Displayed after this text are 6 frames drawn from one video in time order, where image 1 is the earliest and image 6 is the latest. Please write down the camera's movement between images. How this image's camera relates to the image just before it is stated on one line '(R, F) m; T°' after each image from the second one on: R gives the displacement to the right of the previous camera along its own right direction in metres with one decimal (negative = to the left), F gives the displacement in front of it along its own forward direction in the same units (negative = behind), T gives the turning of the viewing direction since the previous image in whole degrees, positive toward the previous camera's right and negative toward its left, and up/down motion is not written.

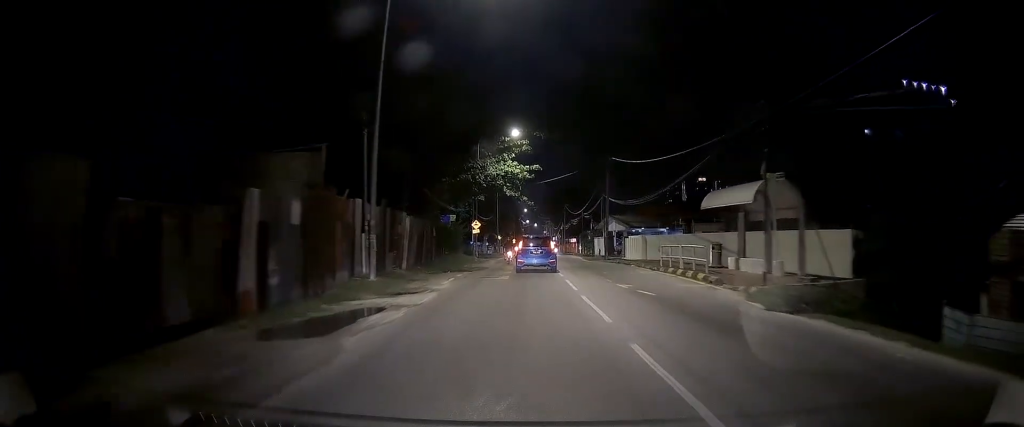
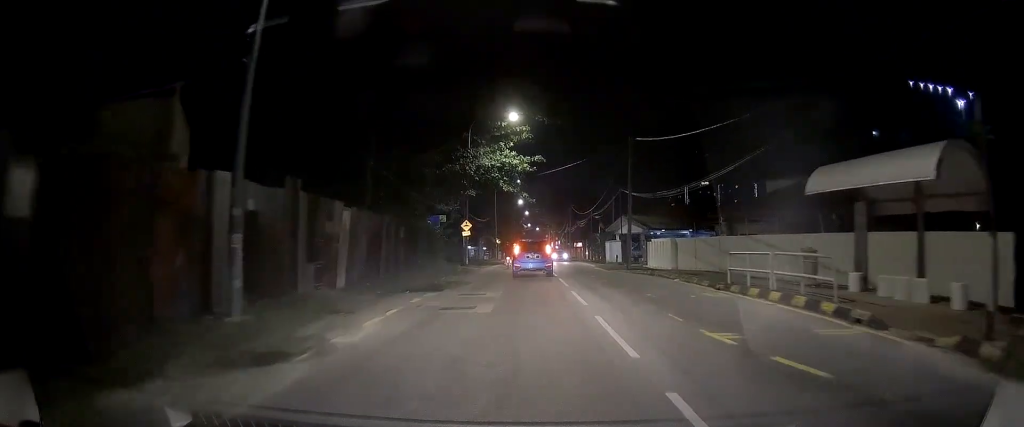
(-0.3, +8.8) m; 0°
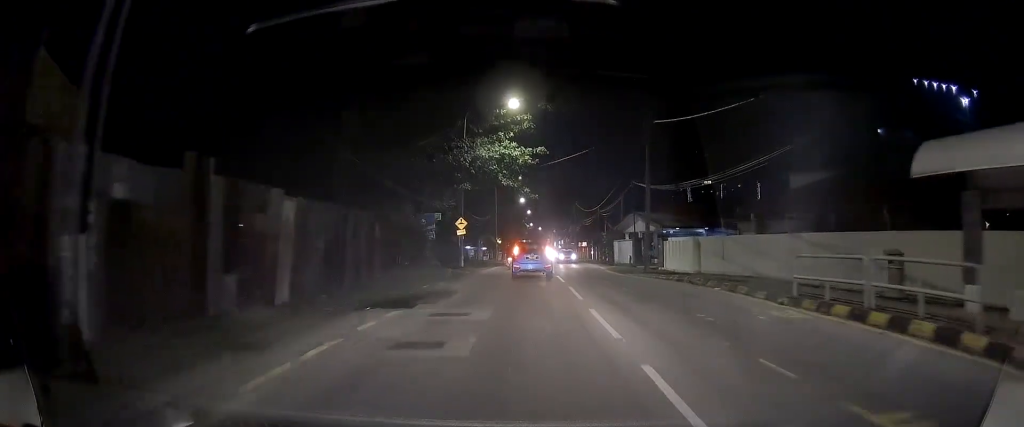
(+0.2, +4.4) m; +2°
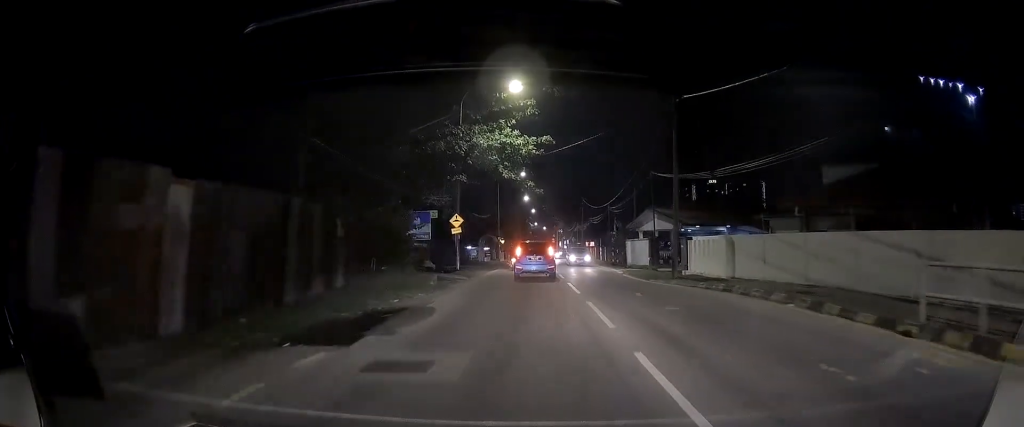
(0.0, +4.7) m; 0°
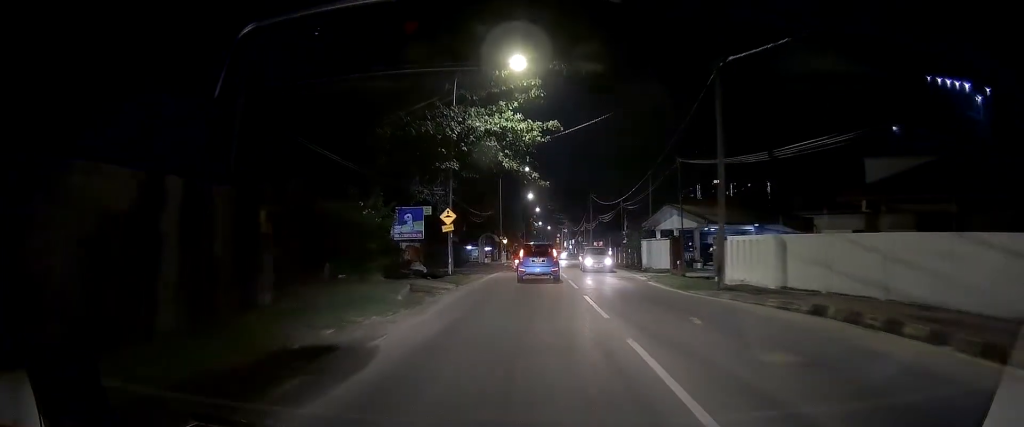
(0.0, +5.3) m; 0°
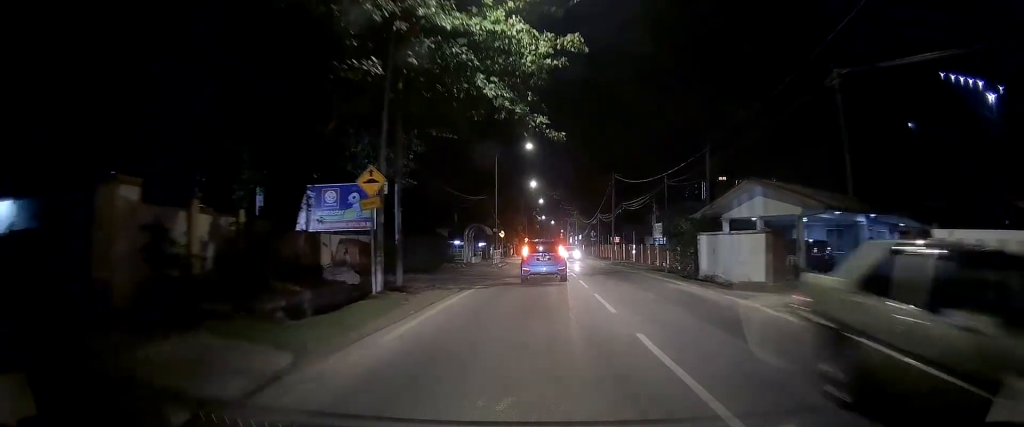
(-0.8, +15.2) m; -4°
